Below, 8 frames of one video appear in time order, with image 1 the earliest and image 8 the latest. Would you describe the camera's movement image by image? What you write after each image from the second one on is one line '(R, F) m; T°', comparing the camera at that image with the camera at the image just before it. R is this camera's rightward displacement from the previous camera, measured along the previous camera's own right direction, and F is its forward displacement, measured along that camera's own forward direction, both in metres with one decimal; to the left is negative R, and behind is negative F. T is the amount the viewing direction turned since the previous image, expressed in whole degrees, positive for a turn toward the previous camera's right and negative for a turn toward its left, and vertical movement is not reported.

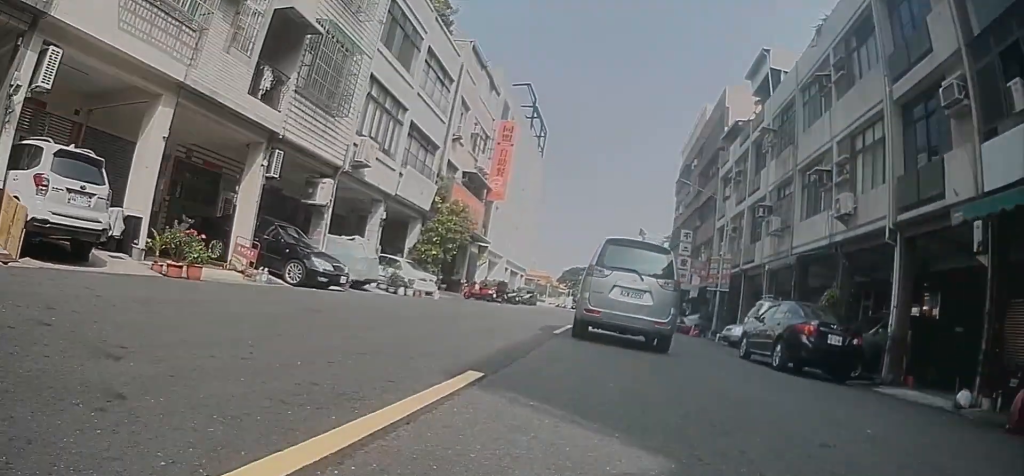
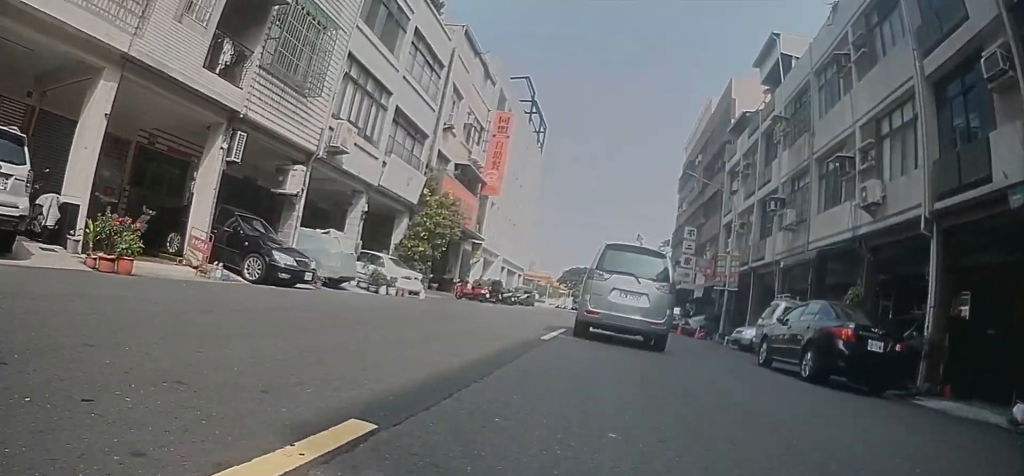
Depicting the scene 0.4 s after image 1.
(+0.1, +1.7) m; +1°
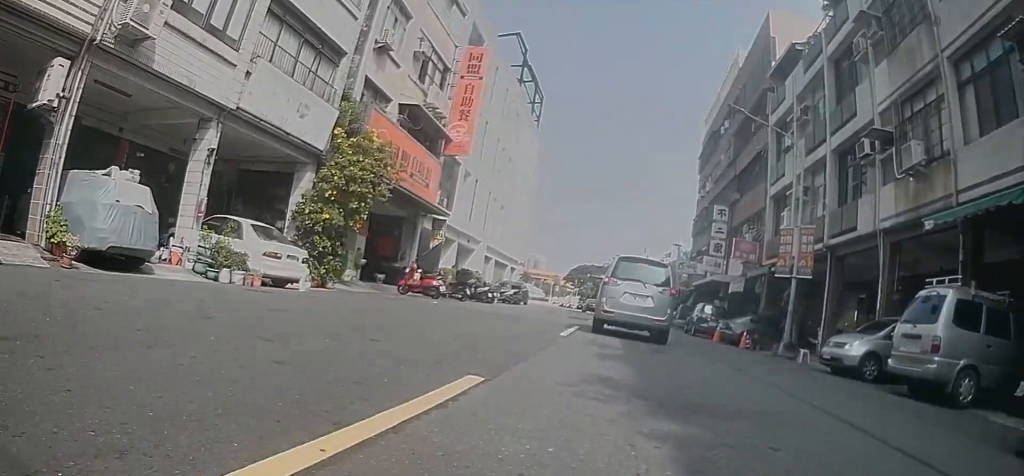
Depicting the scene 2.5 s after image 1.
(-0.2, +8.2) m; -3°
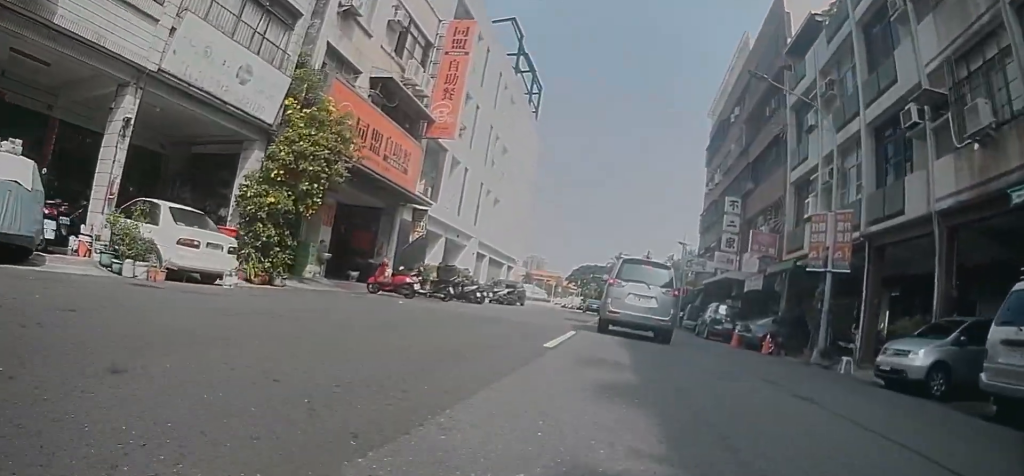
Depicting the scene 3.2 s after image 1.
(0.0, +2.6) m; 0°
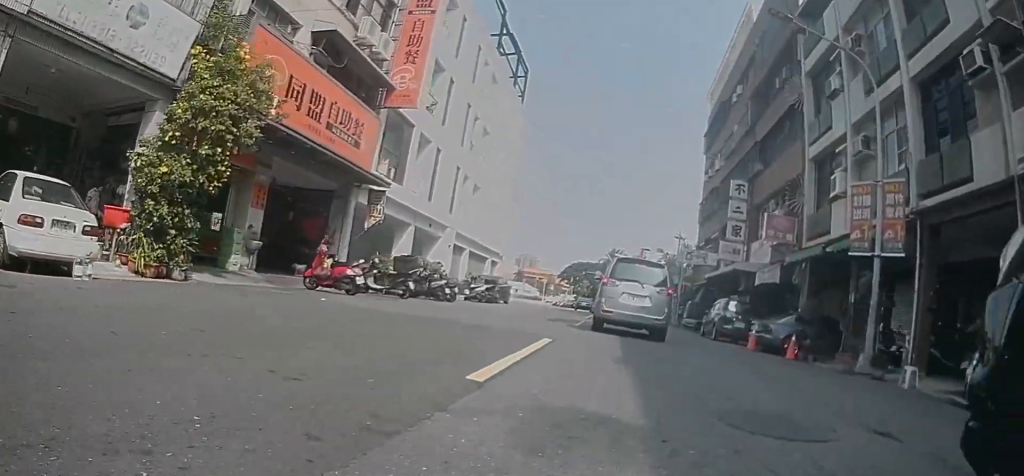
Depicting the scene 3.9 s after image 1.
(0.0, +3.0) m; 0°
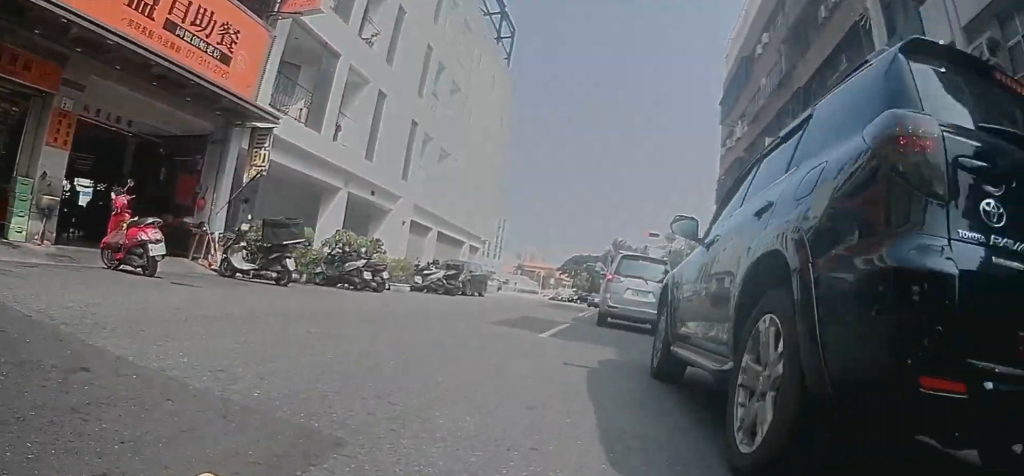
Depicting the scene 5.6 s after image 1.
(0.0, +7.1) m; 0°
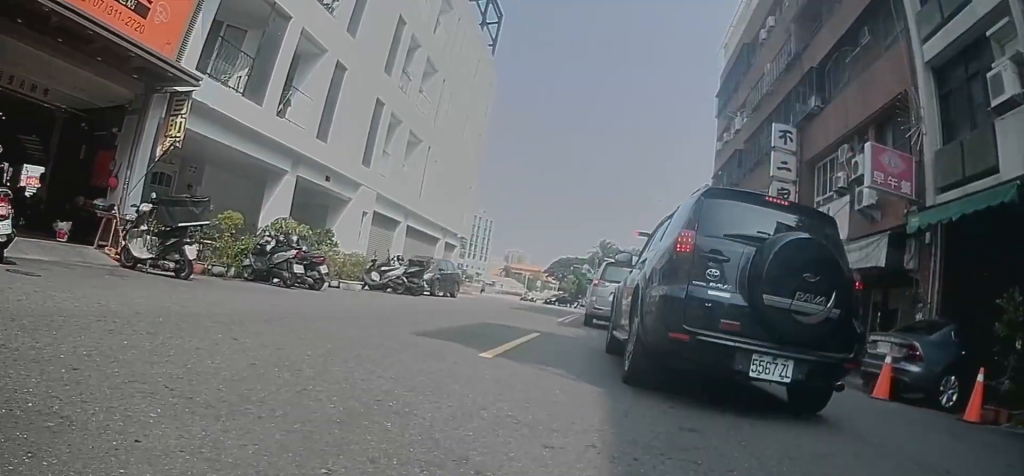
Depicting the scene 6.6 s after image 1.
(0.0, +3.8) m; -1°
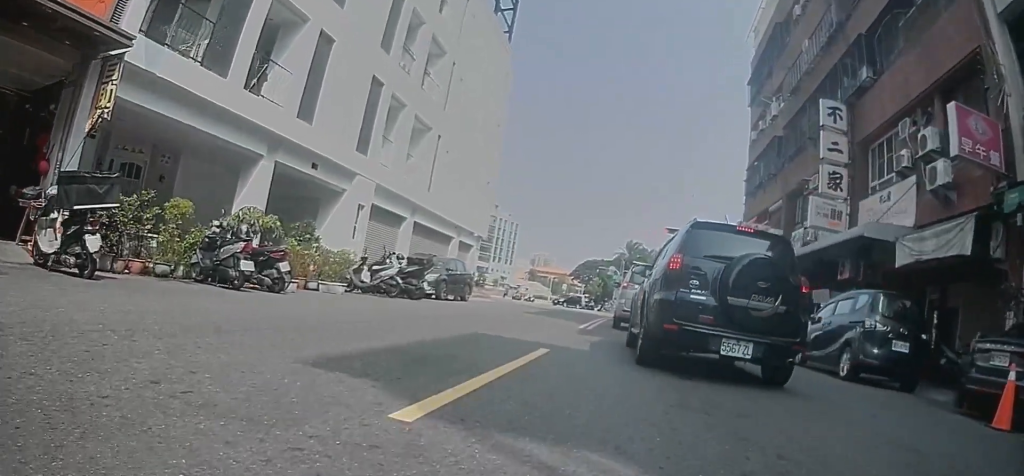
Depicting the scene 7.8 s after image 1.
(-0.1, +2.6) m; -1°
